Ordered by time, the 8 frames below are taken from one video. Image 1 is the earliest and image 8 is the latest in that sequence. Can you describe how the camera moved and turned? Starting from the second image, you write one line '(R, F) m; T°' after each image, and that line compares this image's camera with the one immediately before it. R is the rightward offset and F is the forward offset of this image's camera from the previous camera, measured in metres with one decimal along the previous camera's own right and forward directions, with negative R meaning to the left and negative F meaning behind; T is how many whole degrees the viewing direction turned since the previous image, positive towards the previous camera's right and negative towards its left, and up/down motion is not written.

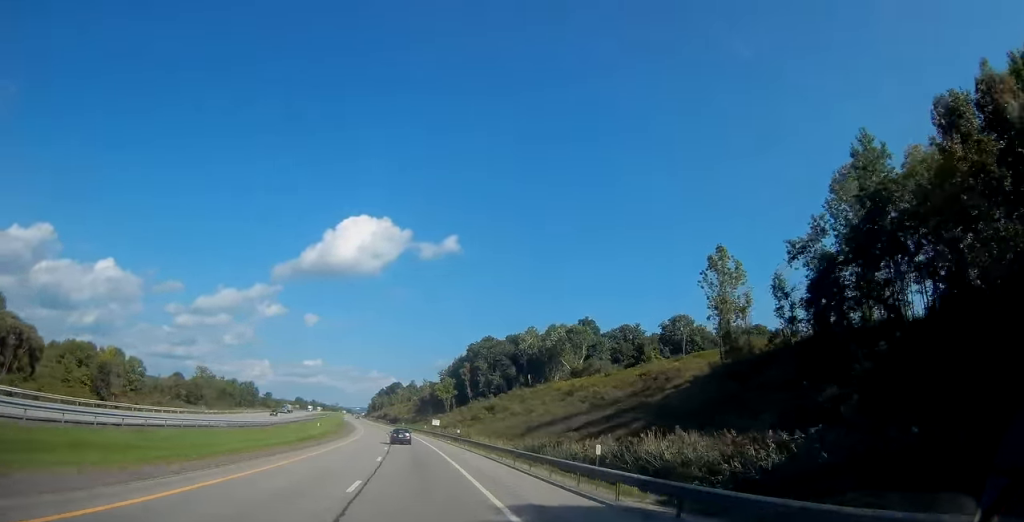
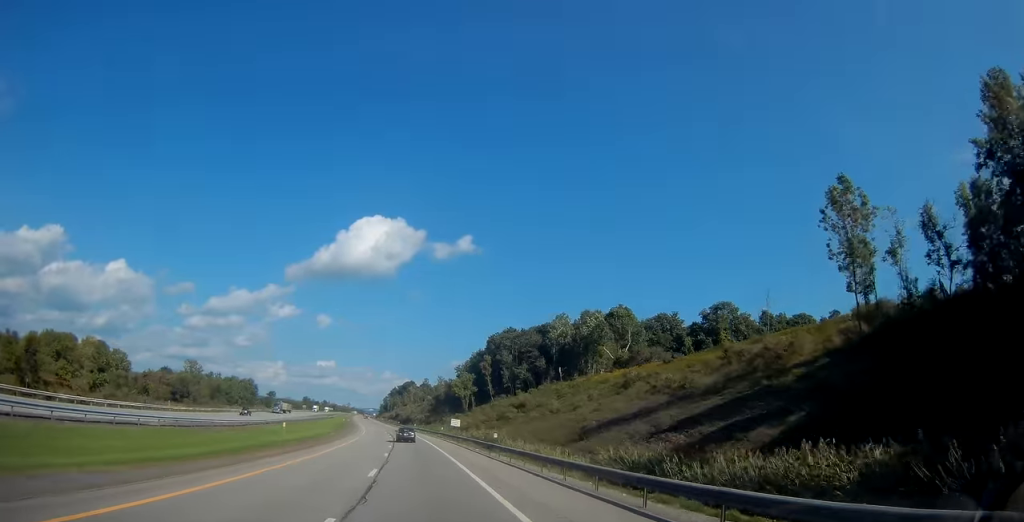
(-0.1, +20.4) m; -1°
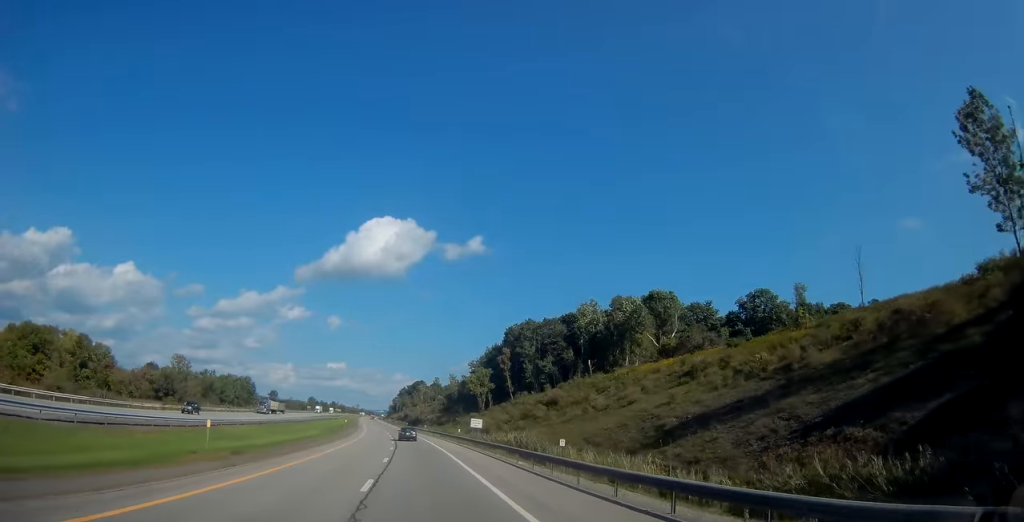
(+0.2, +16.5) m; -1°
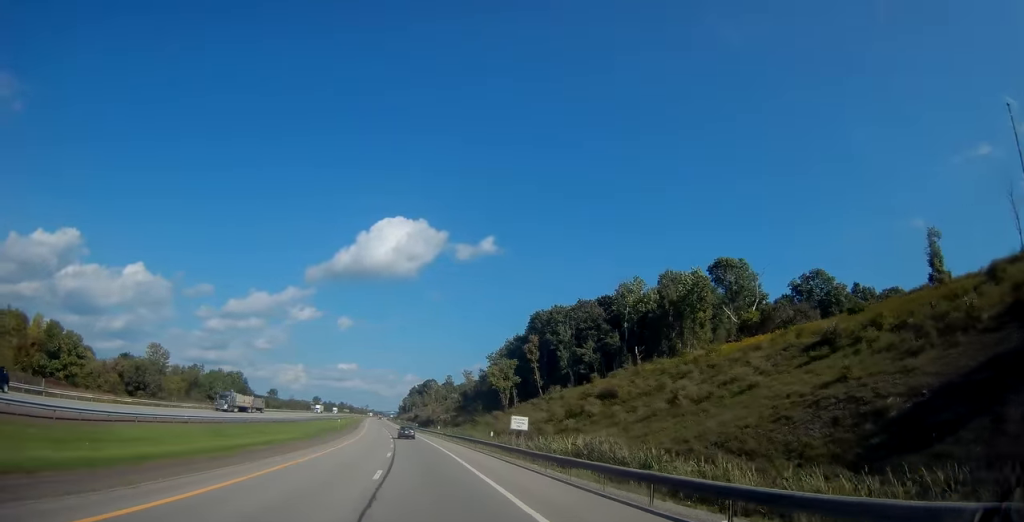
(-0.6, +21.2) m; -1°
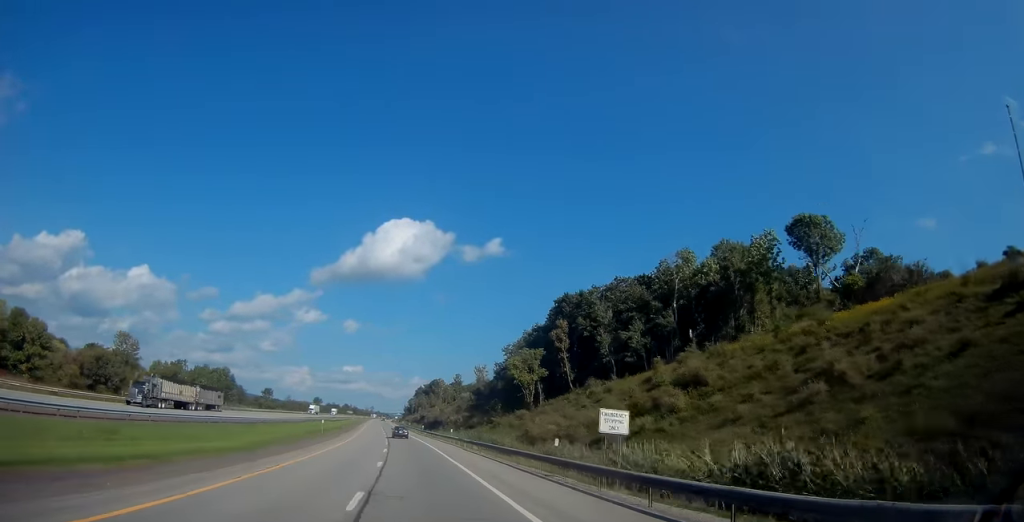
(-0.2, +19.2) m; -1°
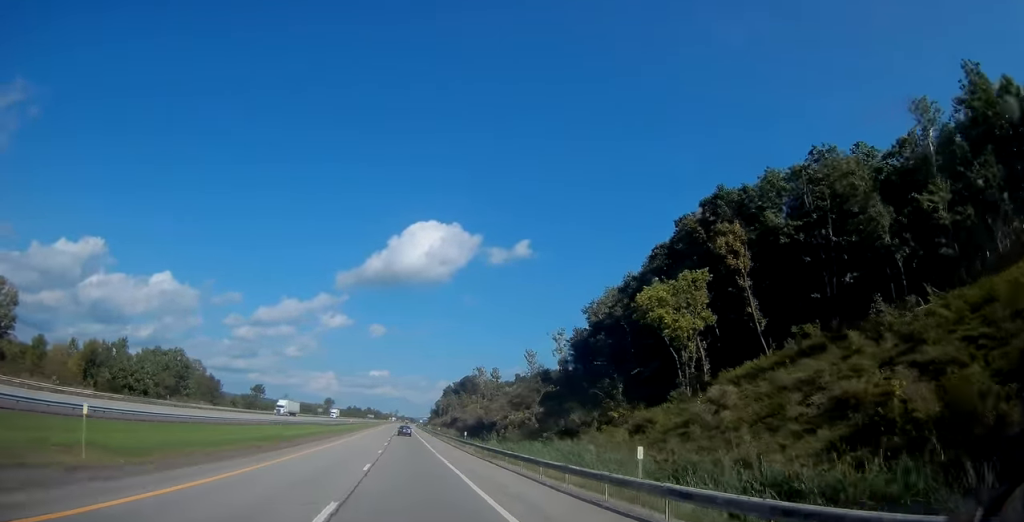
(-0.8, +50.9) m; -3°
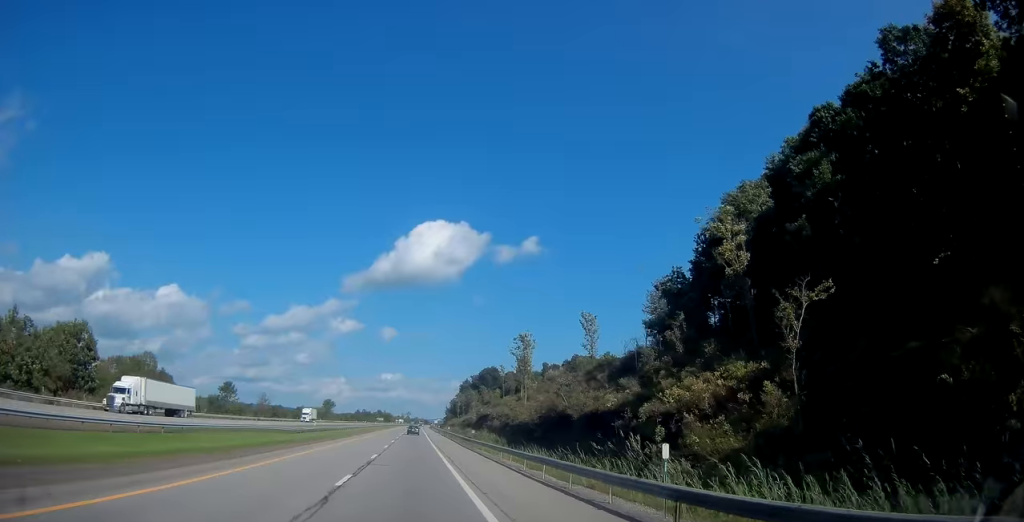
(-0.7, +43.1) m; -1°
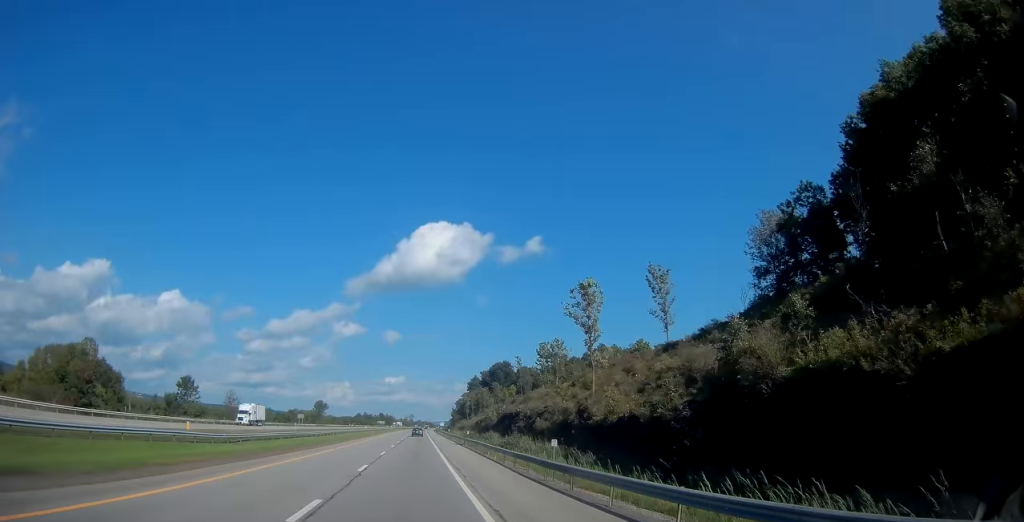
(-0.3, +30.4) m; -1°
